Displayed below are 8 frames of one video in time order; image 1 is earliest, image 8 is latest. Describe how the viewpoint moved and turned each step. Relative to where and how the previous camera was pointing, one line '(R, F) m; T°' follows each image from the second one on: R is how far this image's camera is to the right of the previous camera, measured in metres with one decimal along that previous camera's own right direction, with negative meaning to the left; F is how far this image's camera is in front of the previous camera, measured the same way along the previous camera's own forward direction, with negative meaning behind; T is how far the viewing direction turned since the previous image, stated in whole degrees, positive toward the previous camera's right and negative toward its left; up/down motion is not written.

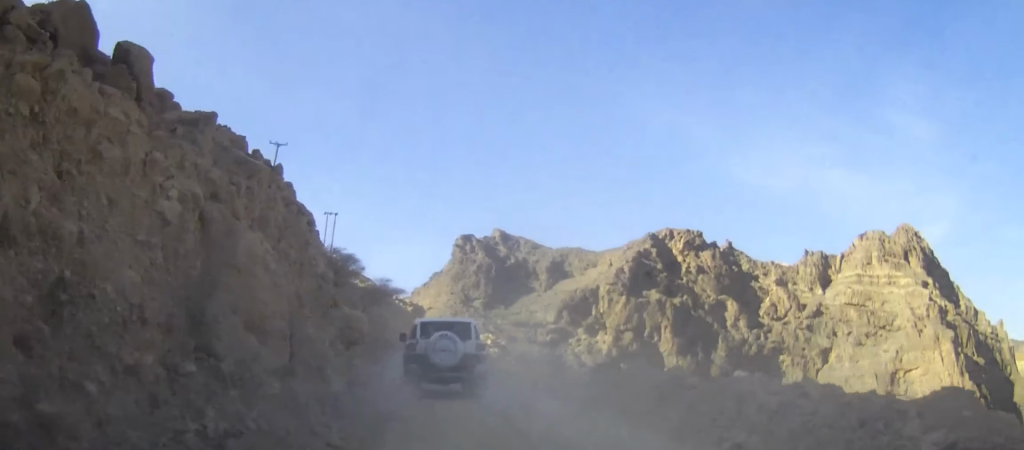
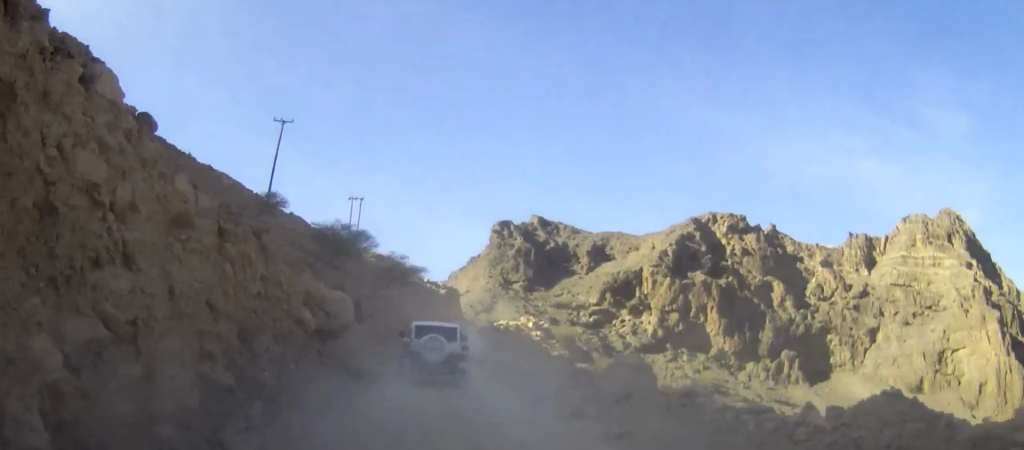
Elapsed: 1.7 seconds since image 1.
(-0.1, +8.8) m; -2°
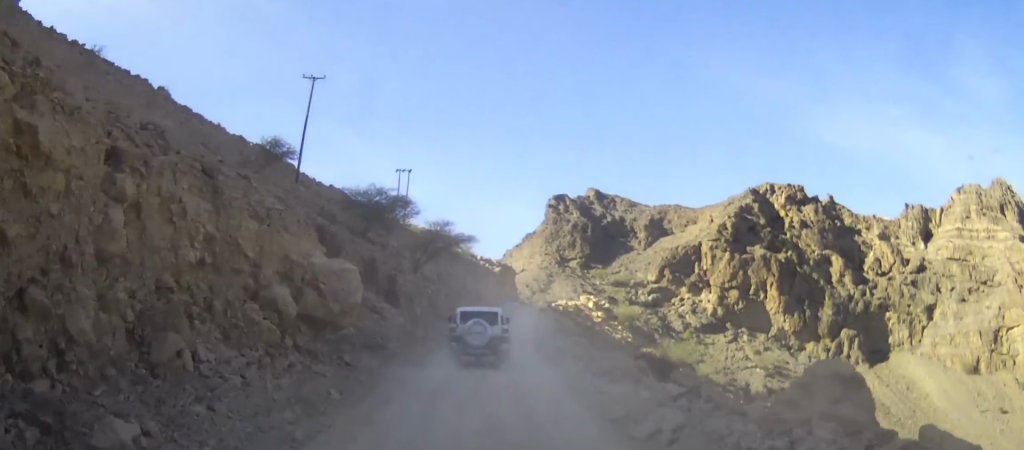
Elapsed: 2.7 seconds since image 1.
(-0.2, +6.4) m; -2°
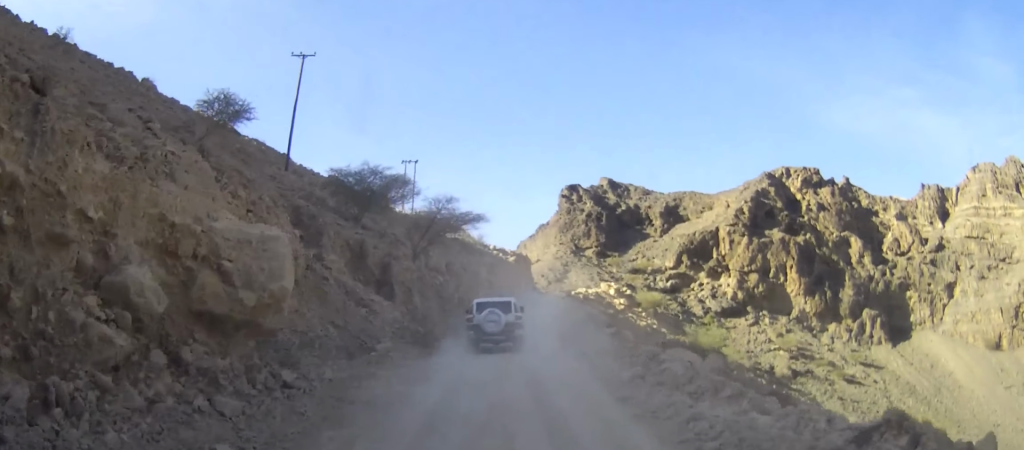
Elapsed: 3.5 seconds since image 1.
(0.0, +5.6) m; -1°
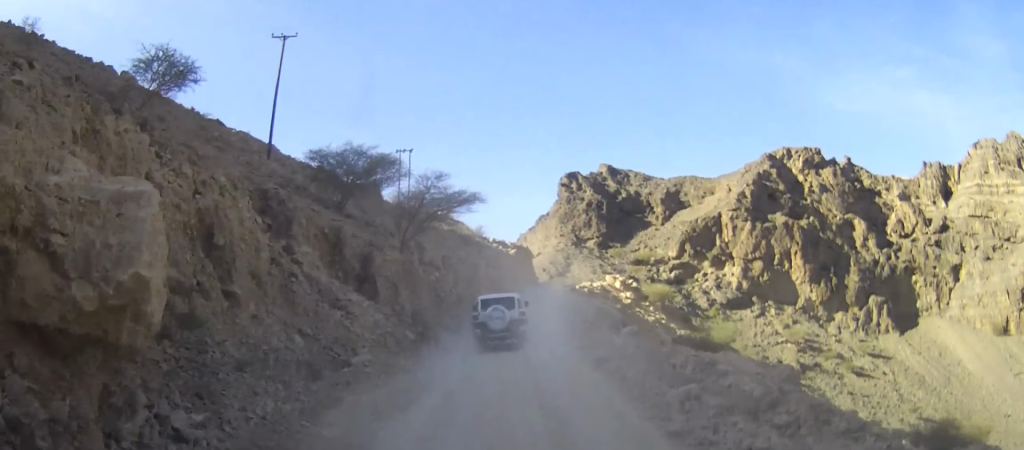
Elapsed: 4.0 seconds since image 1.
(0.0, +3.5) m; 0°
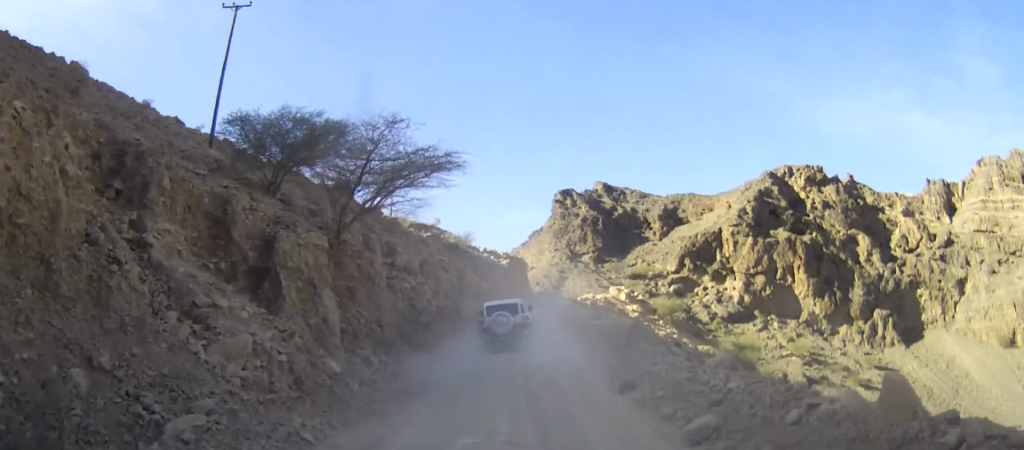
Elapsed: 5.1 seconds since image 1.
(0.0, +8.9) m; 0°
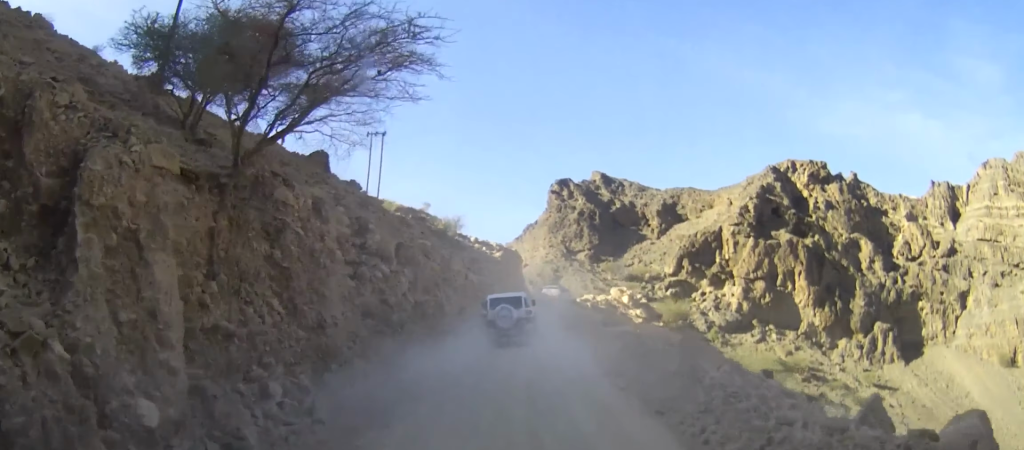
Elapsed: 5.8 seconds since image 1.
(0.0, +6.8) m; 0°
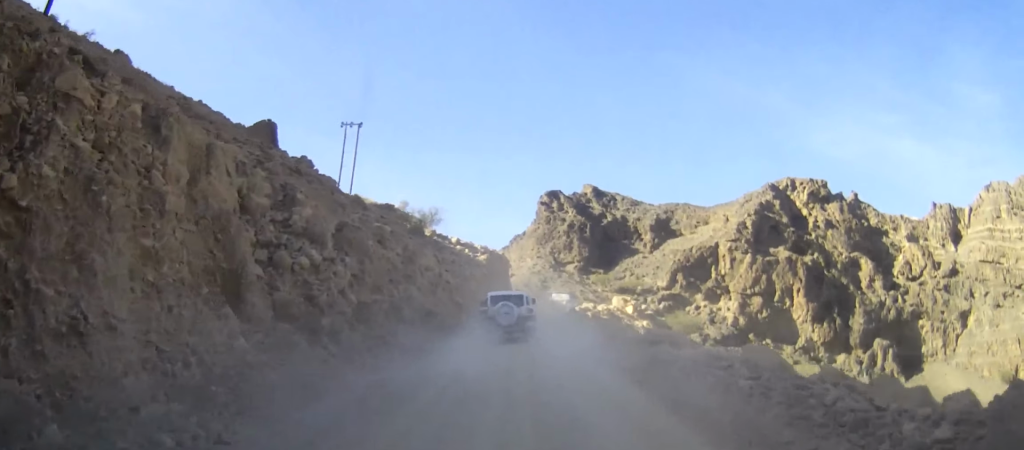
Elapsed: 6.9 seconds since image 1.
(+0.1, +9.7) m; +1°
